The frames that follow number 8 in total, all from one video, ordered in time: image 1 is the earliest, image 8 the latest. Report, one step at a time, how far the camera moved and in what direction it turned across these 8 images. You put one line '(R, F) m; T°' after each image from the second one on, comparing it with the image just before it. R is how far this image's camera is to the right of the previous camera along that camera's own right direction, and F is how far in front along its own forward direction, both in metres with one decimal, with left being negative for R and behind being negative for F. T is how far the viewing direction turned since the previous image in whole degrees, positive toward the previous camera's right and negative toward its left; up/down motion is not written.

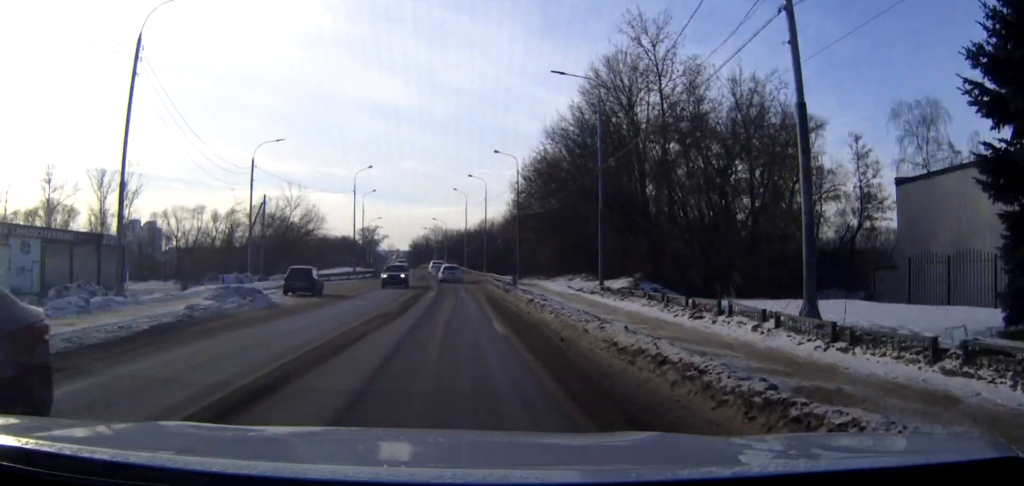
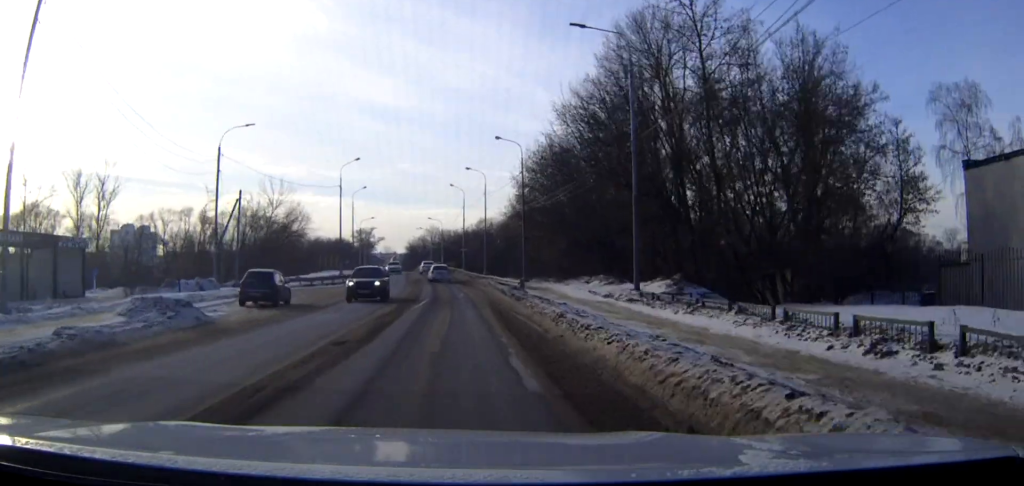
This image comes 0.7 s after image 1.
(0.0, +6.8) m; 0°
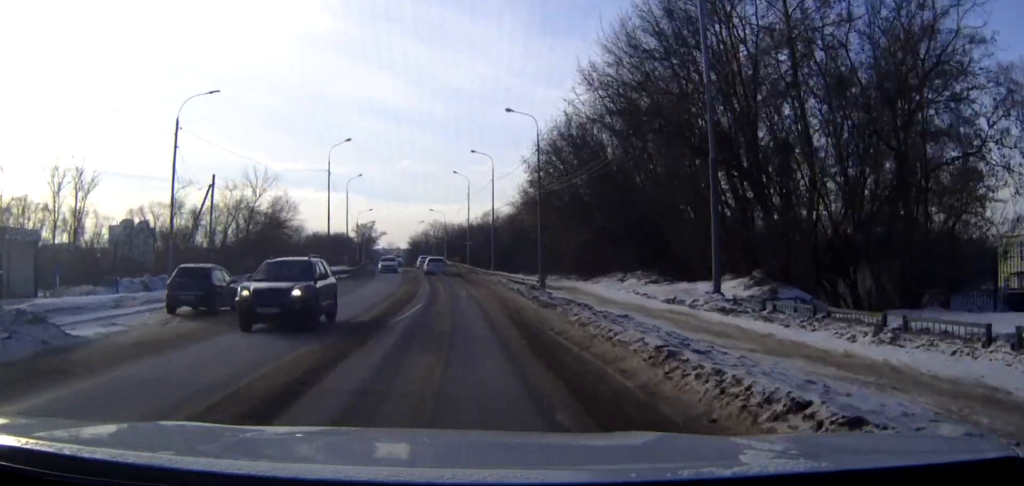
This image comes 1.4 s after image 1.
(0.0, +7.6) m; 0°
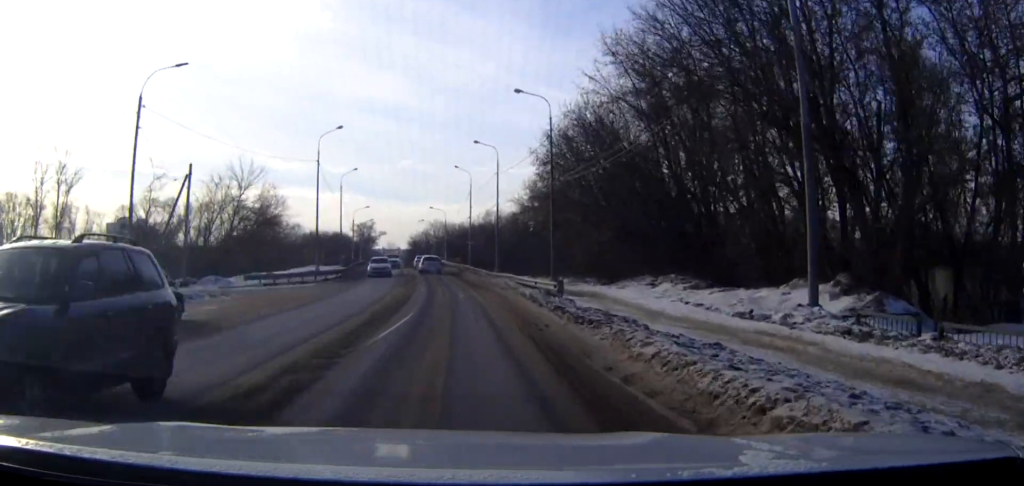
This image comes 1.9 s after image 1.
(0.0, +5.1) m; 0°
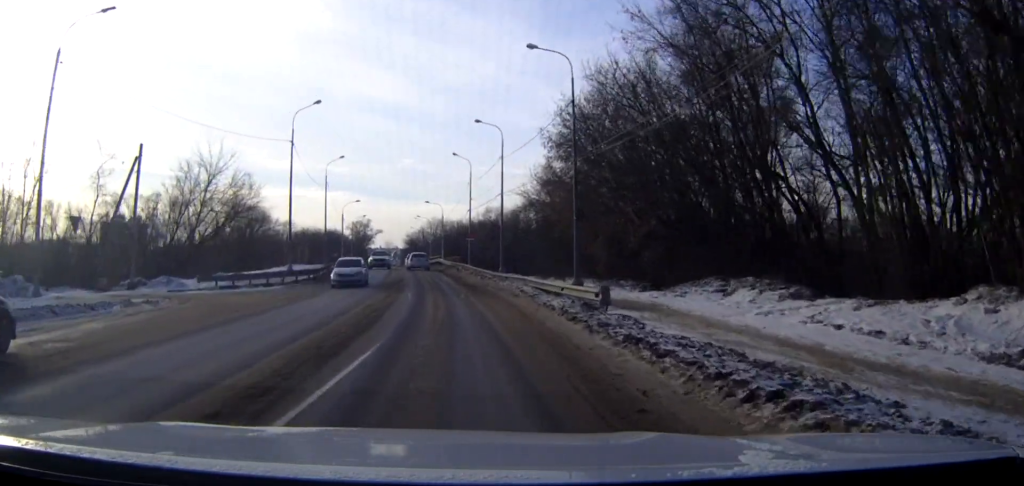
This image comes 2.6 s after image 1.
(0.0, +8.3) m; 0°
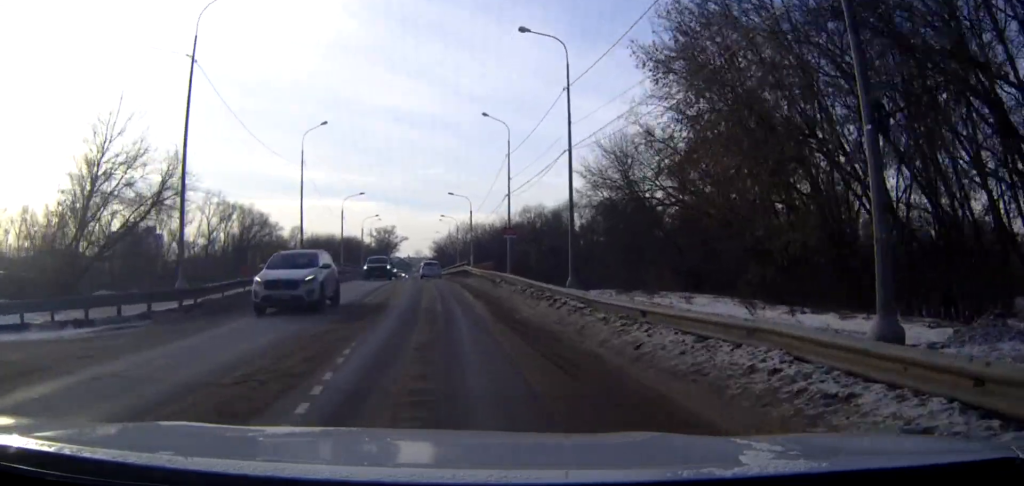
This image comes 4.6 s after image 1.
(0.0, +23.3) m; -2°
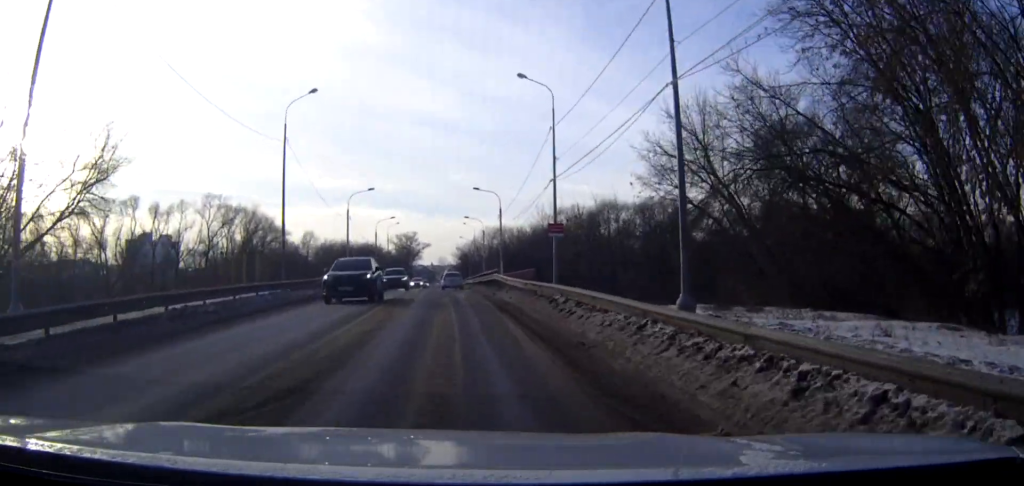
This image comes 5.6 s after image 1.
(-0.3, +12.3) m; -2°
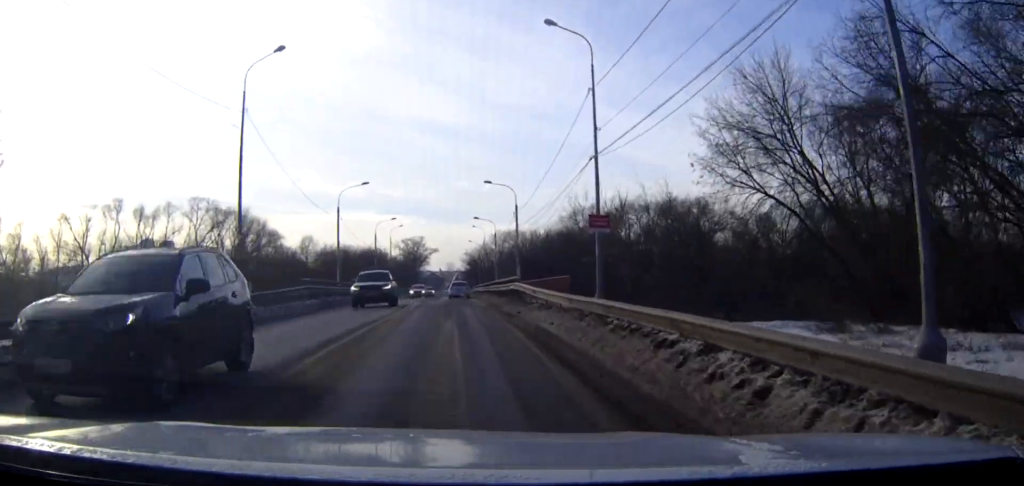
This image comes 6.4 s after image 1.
(-0.1, +9.8) m; -1°
